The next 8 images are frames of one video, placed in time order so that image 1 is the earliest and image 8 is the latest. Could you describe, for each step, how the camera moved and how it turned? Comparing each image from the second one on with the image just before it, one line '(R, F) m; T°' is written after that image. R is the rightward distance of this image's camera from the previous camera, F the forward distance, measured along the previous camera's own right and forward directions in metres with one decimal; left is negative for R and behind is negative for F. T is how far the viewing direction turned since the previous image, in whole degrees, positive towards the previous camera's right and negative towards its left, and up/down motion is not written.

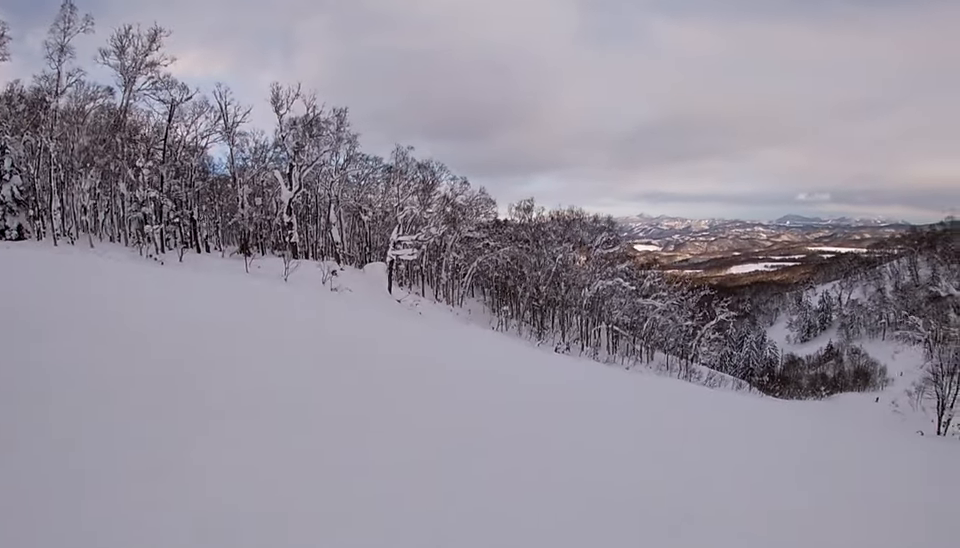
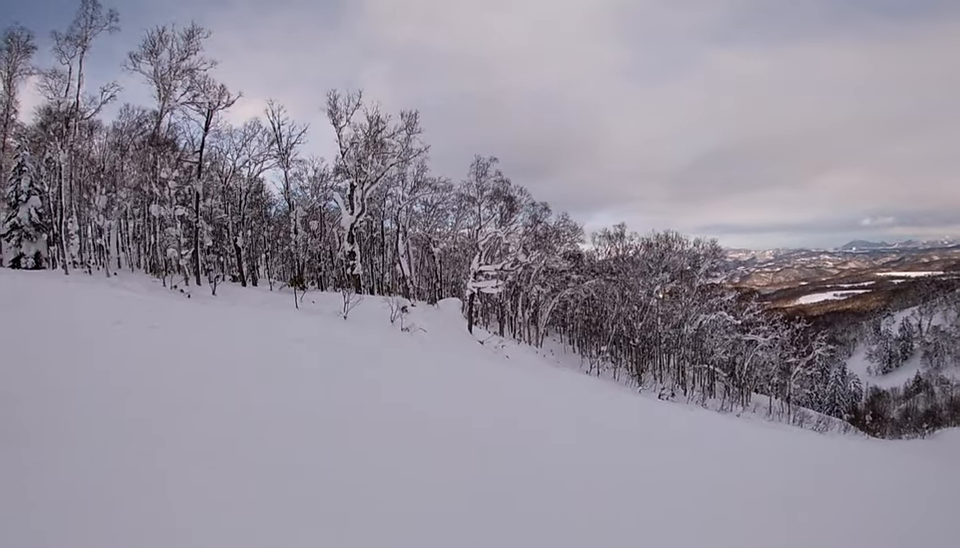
(+0.3, +6.5) m; +11°
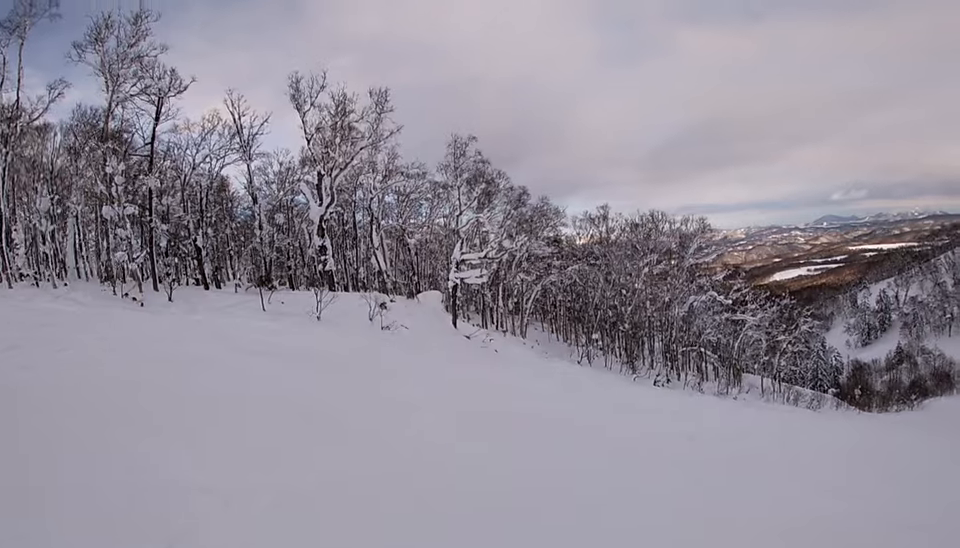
(+0.1, +2.4) m; +10°
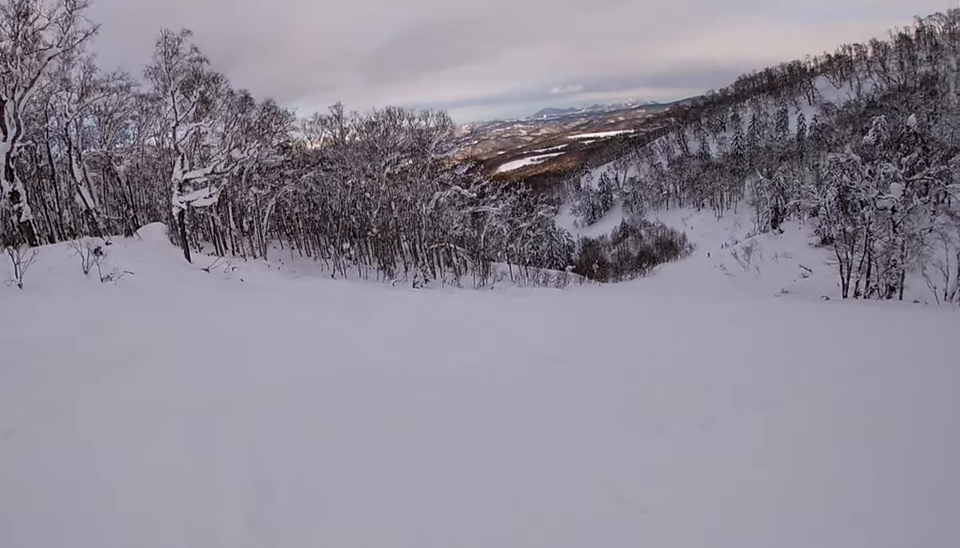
(+0.4, +2.5) m; +22°
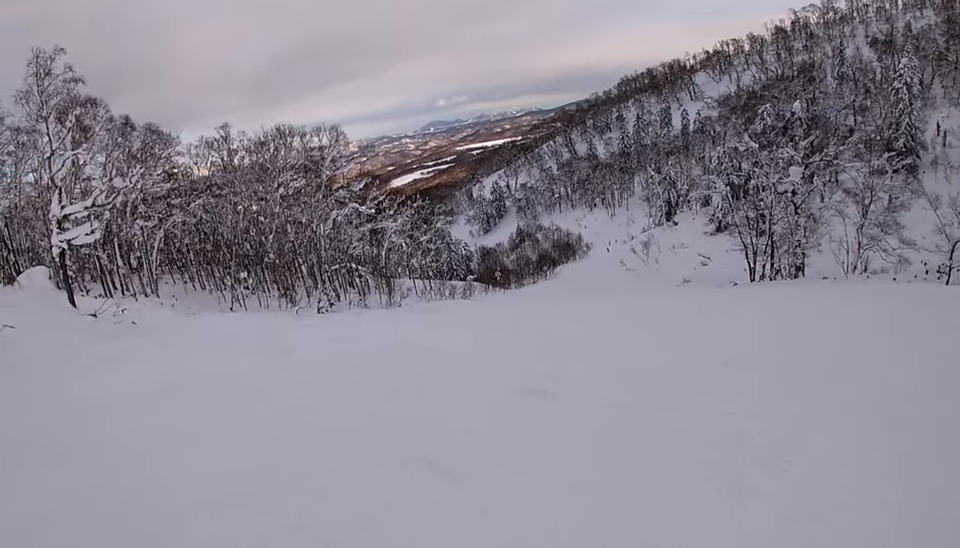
(+0.4, +1.5) m; +21°
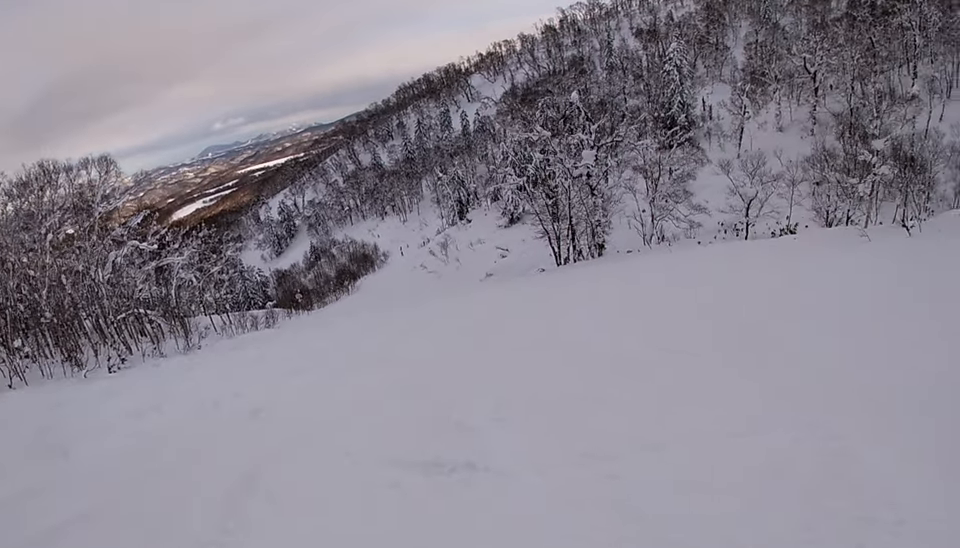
(+0.4, +1.9) m; +23°
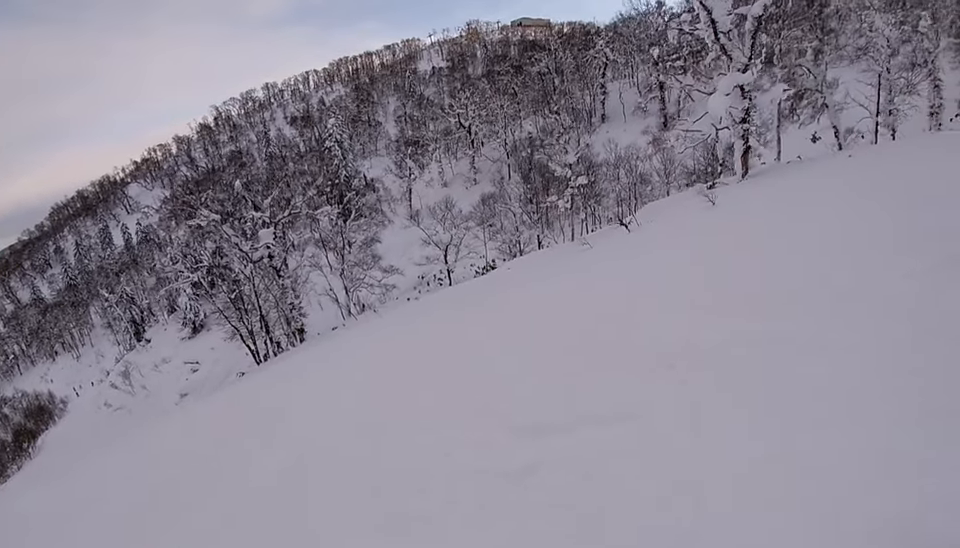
(+0.8, +3.2) m; +19°
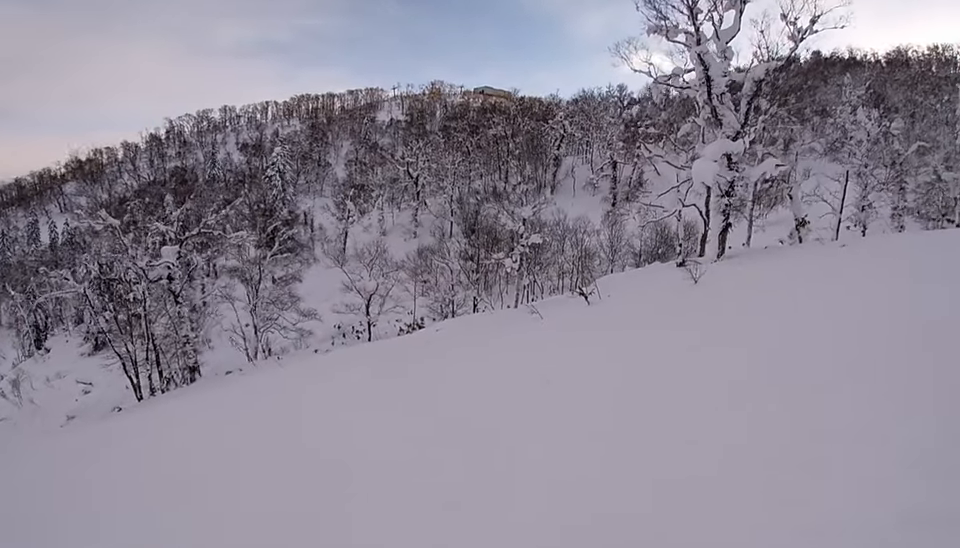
(+0.3, +3.2) m; +3°
